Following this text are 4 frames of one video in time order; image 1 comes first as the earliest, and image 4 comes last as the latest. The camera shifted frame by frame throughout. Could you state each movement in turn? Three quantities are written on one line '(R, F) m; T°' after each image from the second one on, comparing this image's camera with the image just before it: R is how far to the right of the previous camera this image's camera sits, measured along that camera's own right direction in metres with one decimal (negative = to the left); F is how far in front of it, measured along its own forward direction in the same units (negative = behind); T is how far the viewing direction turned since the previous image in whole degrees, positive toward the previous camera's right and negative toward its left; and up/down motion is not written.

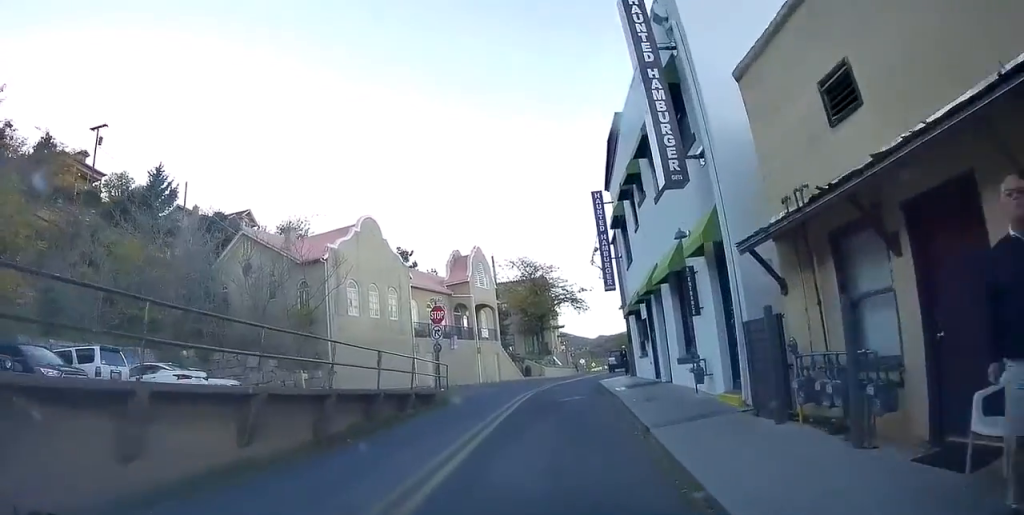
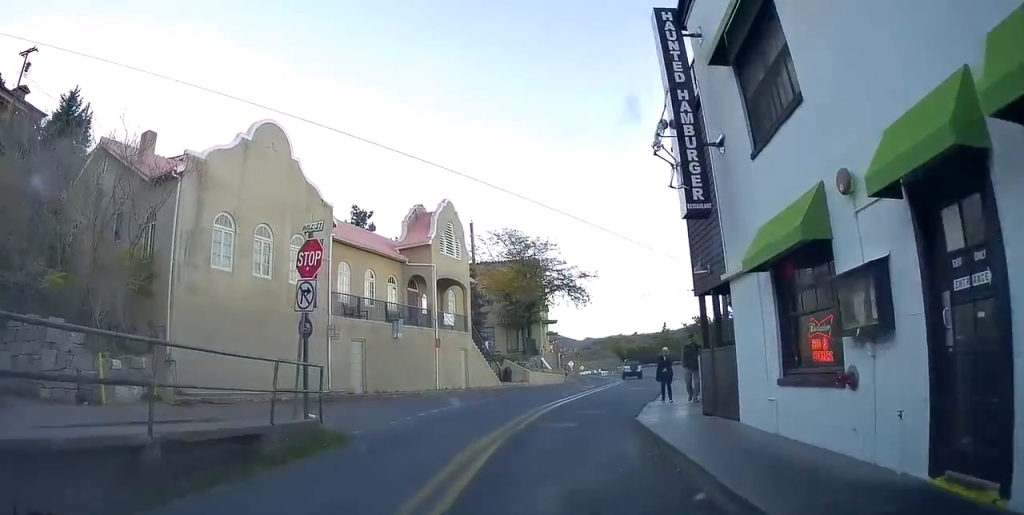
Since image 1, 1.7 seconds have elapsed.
(+0.7, +12.1) m; +3°
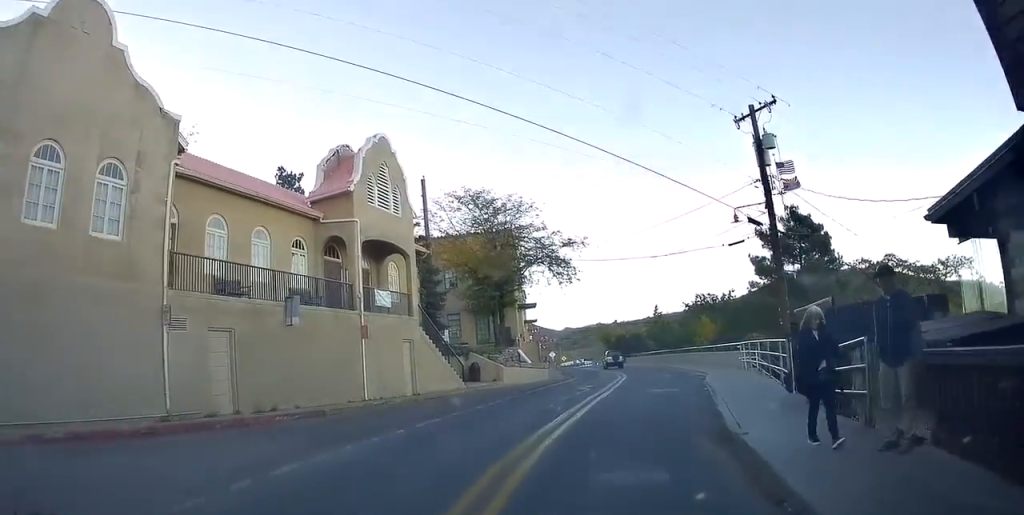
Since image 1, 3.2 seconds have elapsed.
(-0.2, +9.6) m; +2°
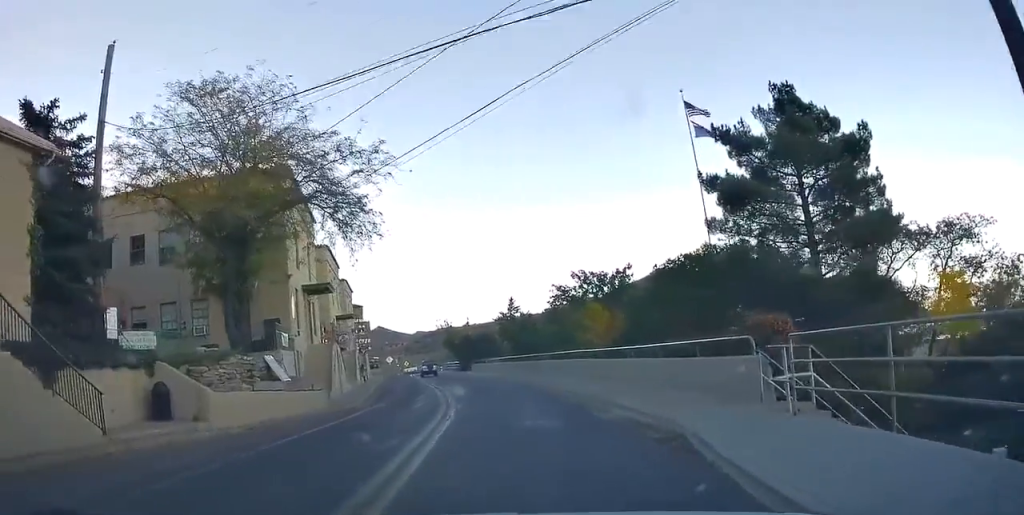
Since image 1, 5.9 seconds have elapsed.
(+3.4, +16.6) m; +13°
